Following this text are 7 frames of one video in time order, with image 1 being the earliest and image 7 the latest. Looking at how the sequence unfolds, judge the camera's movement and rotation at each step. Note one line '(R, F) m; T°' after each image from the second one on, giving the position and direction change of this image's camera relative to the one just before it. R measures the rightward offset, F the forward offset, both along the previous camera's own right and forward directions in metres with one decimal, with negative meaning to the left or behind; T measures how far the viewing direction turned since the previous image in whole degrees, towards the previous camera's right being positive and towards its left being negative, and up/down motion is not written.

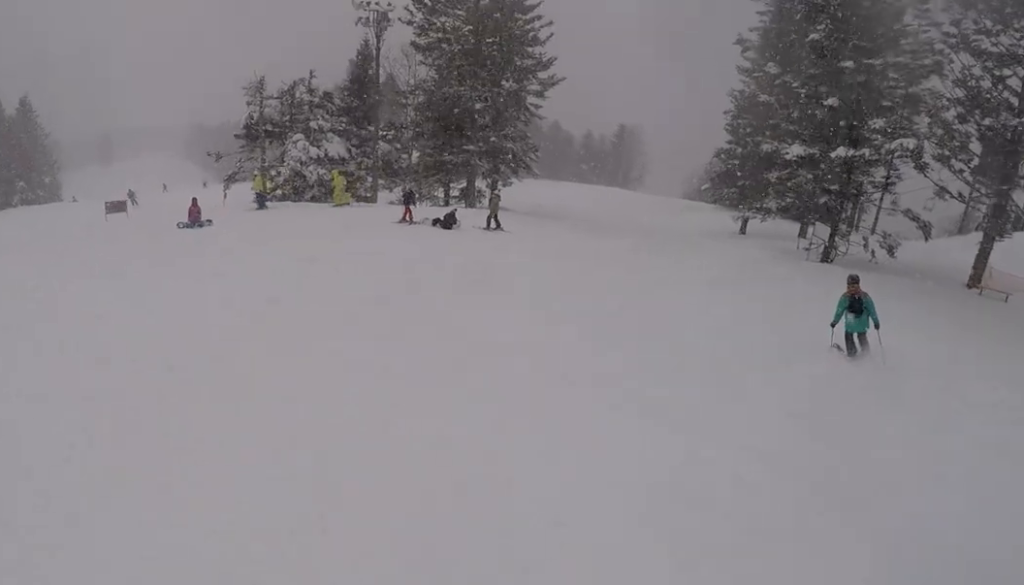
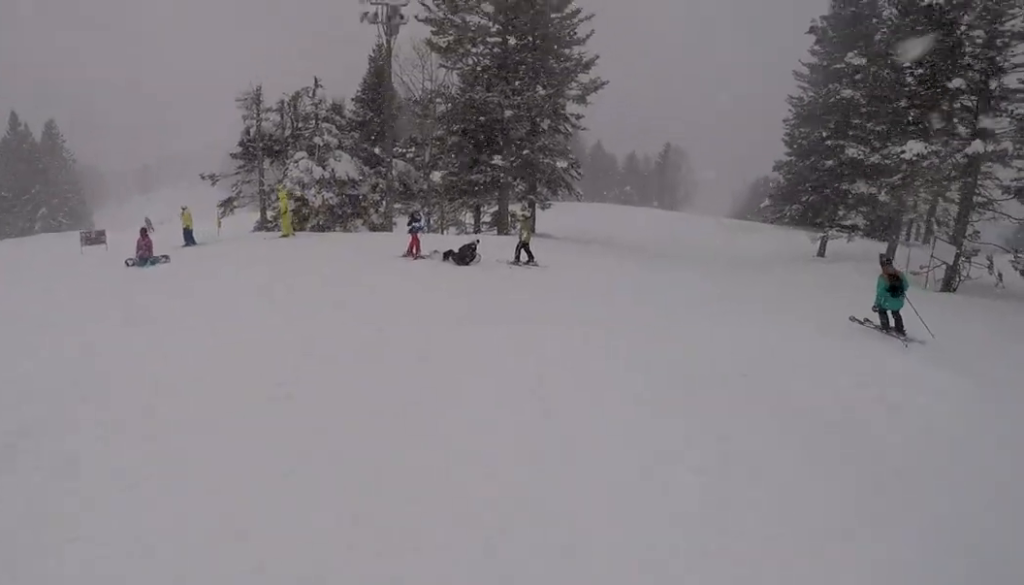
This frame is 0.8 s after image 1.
(-0.7, +5.5) m; 0°
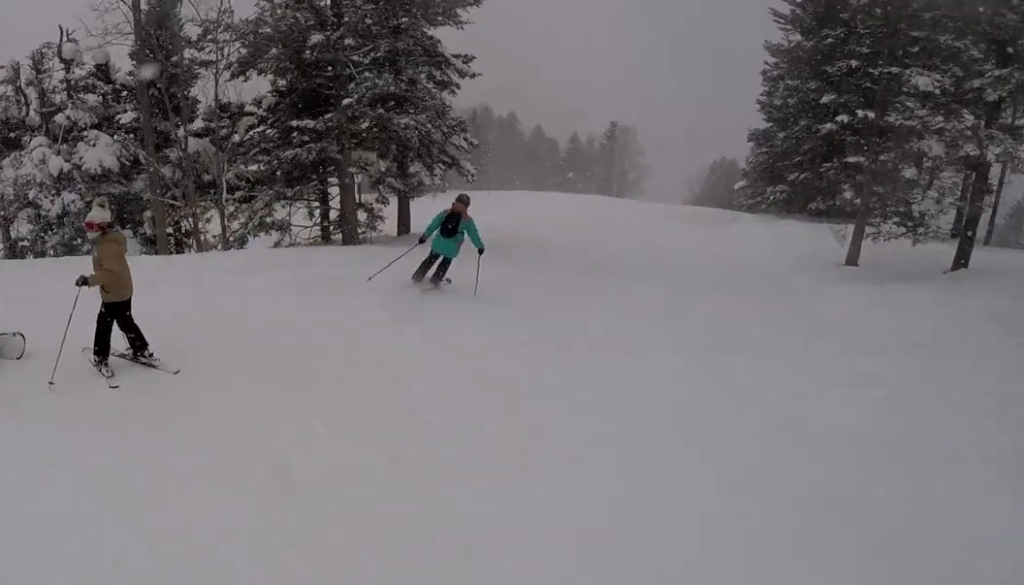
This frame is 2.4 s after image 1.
(+1.3, +11.5) m; +3°
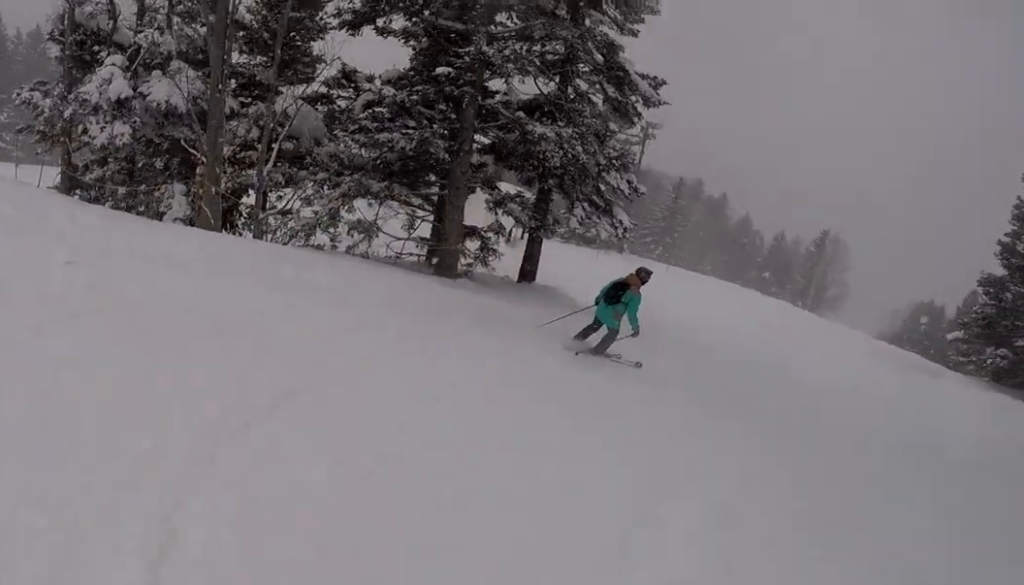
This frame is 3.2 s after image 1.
(-0.2, +5.6) m; -3°
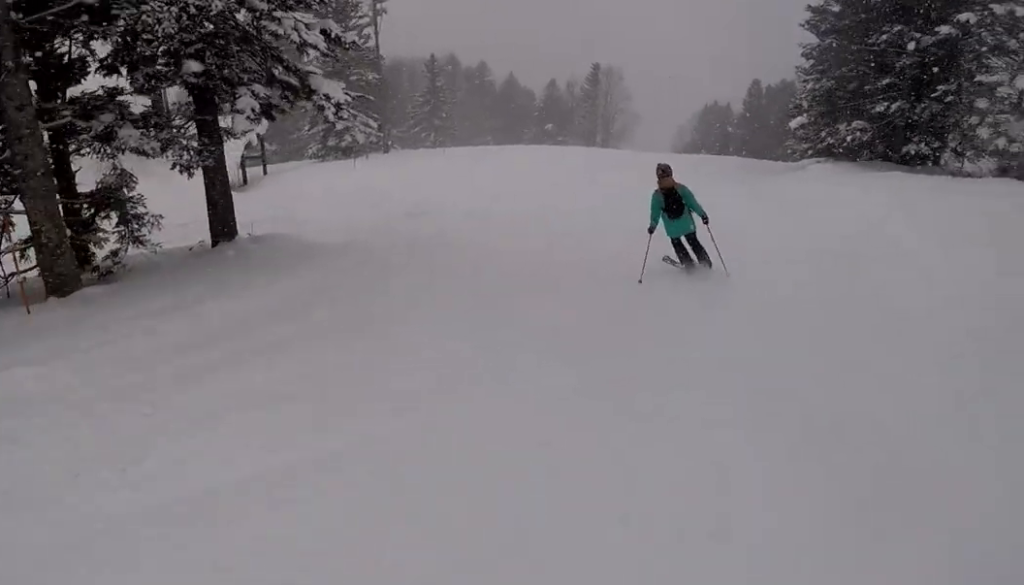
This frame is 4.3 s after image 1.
(-0.2, +8.0) m; 0°
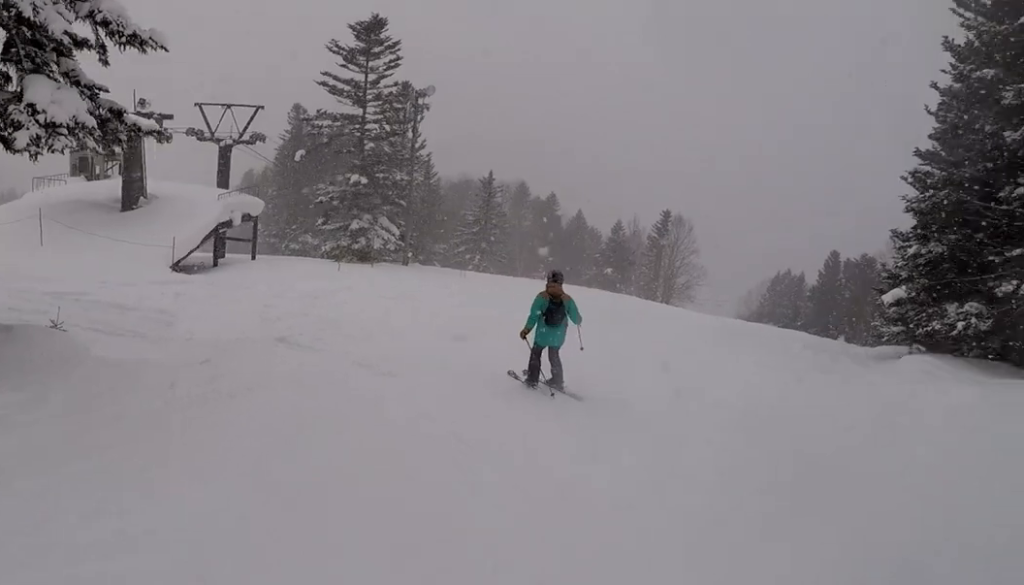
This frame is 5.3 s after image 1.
(+0.1, +6.4) m; -7°
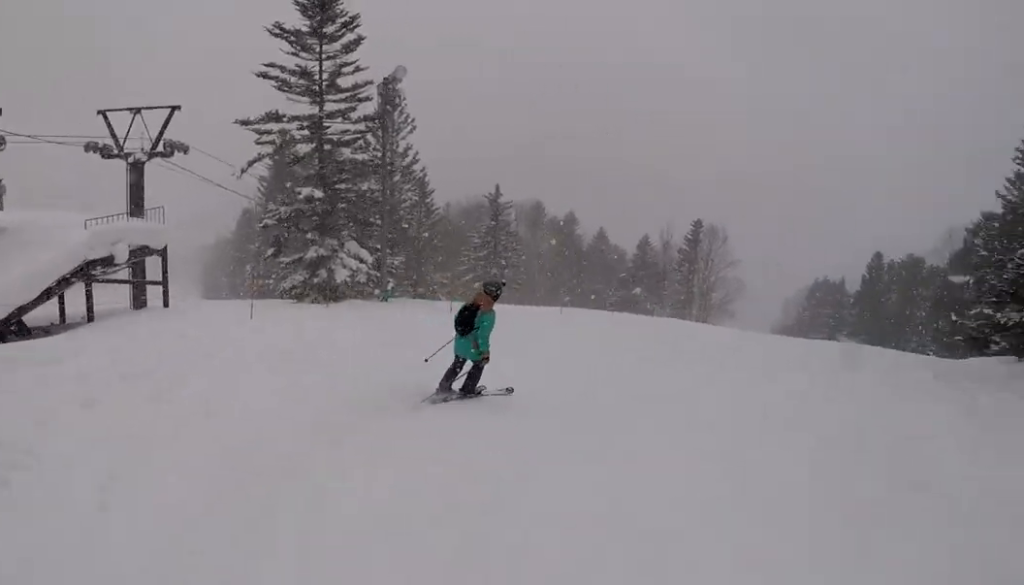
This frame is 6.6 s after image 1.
(-1.6, +8.2) m; -5°
